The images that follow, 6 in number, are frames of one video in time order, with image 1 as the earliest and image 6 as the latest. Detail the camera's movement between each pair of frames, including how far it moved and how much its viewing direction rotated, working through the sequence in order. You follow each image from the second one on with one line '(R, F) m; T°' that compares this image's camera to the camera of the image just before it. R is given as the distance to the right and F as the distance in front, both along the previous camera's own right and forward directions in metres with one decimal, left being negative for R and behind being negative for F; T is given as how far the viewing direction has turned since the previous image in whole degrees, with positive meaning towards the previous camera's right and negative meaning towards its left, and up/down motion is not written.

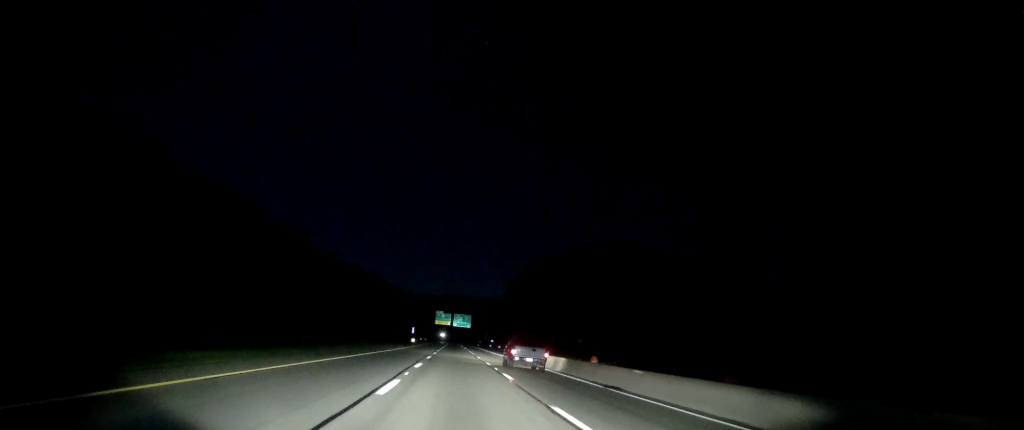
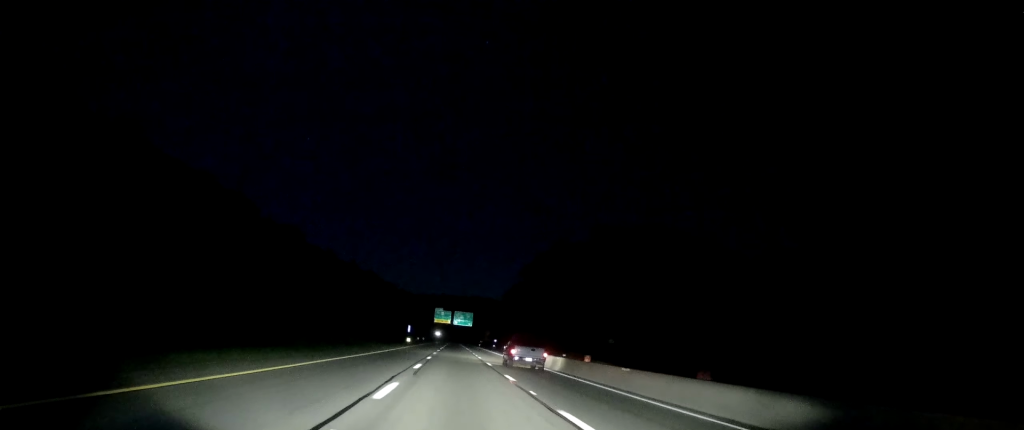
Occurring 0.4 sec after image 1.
(0.0, +12.9) m; +1°
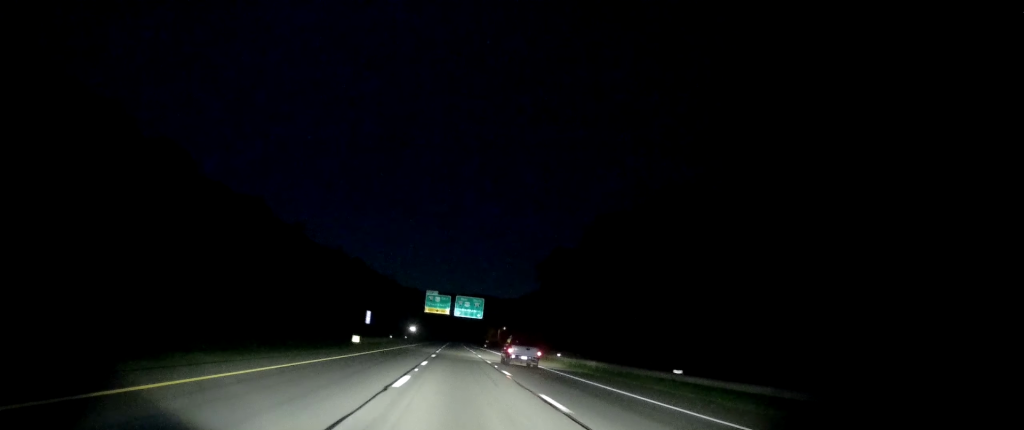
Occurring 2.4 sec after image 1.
(+0.6, +58.5) m; -1°
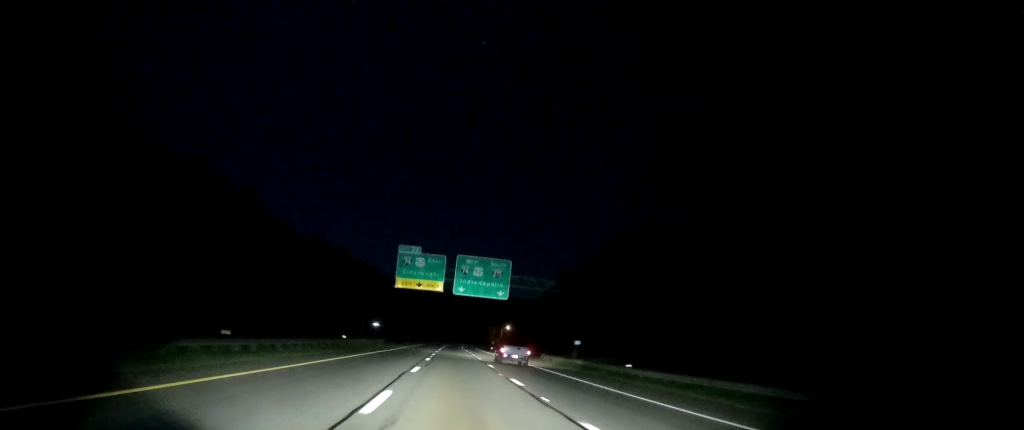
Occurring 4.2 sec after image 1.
(-0.8, +53.6) m; -1°
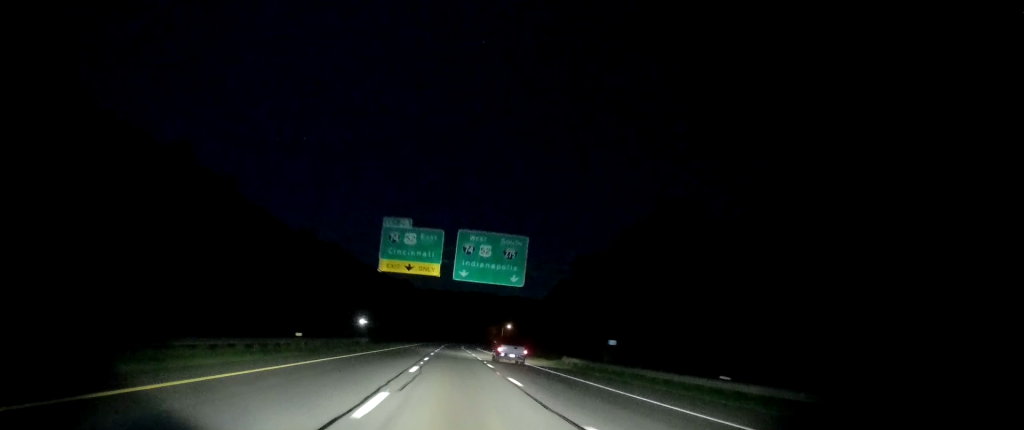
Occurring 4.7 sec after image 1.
(+0.1, +12.7) m; 0°
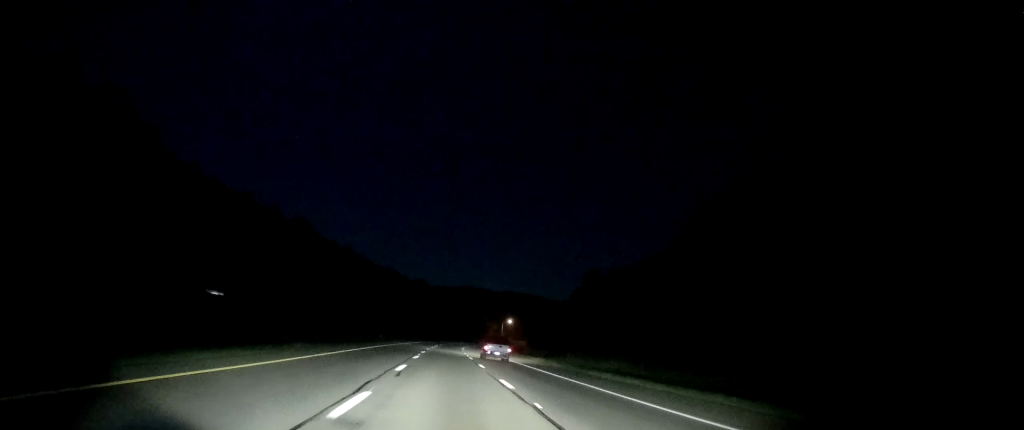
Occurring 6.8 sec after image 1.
(0.0, +61.0) m; 0°
